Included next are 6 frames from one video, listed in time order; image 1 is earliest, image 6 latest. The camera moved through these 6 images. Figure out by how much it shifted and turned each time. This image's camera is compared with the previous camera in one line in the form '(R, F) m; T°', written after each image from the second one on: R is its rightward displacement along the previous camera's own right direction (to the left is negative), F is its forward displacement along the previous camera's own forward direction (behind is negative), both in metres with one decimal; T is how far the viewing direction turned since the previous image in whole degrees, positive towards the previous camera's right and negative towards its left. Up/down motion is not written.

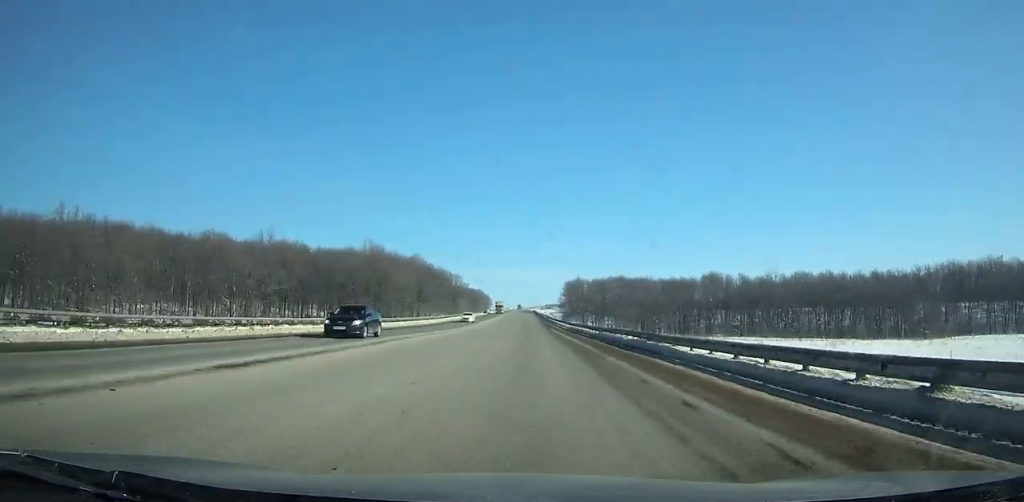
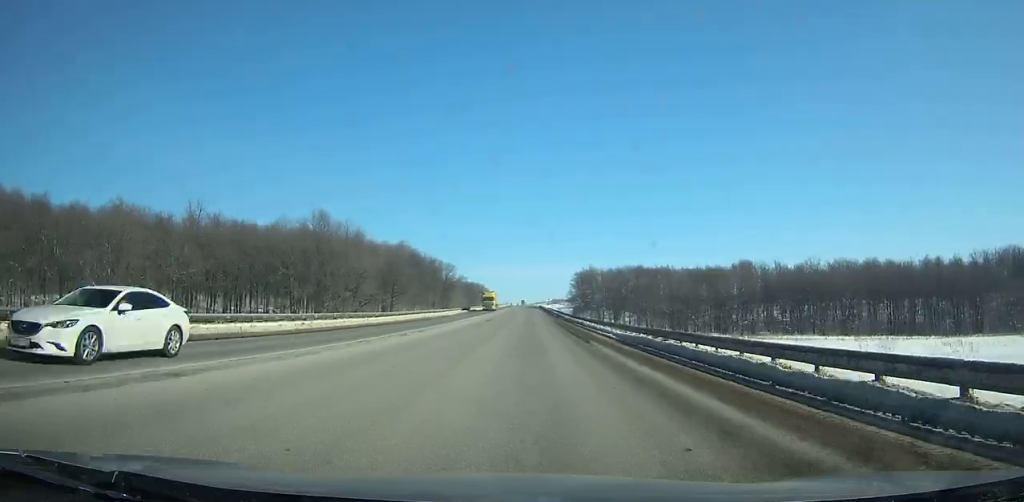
(-0.1, +38.2) m; 0°
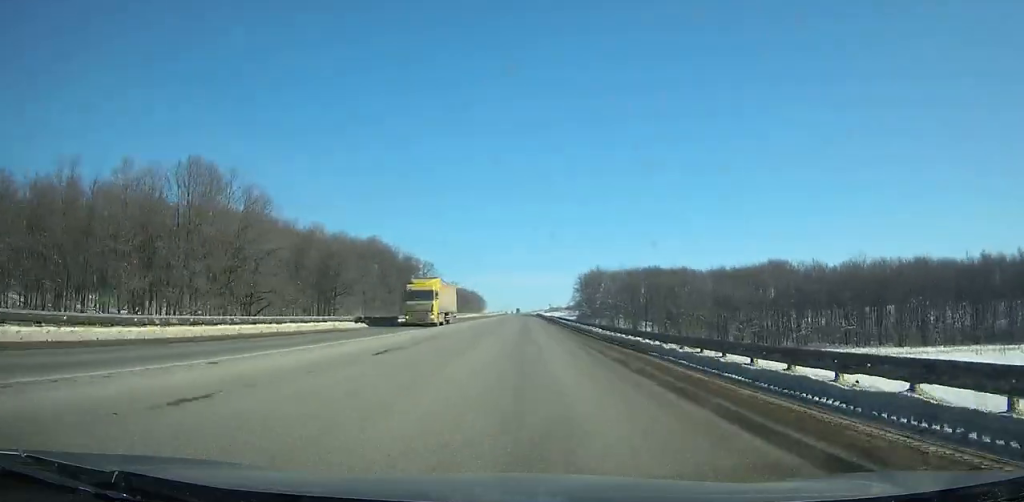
(-0.1, +38.5) m; 0°
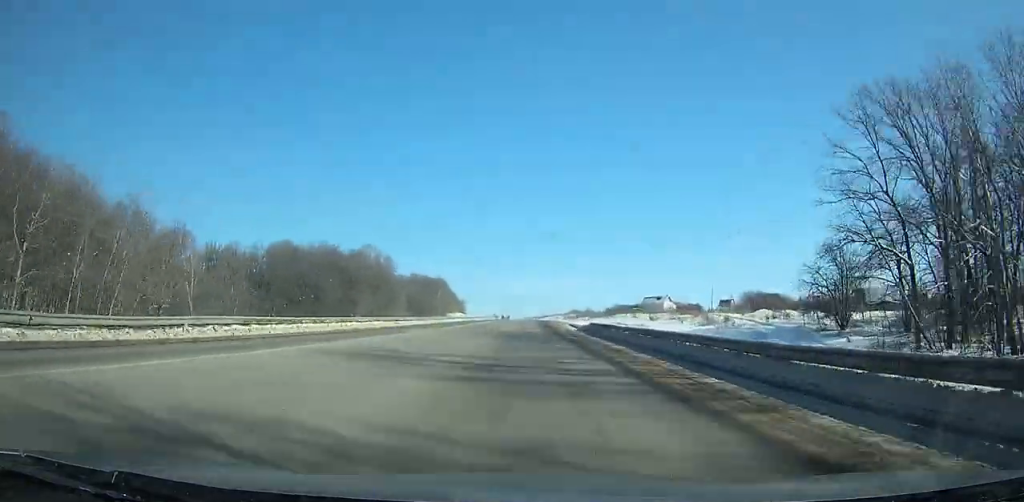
(-1.5, +204.2) m; -1°
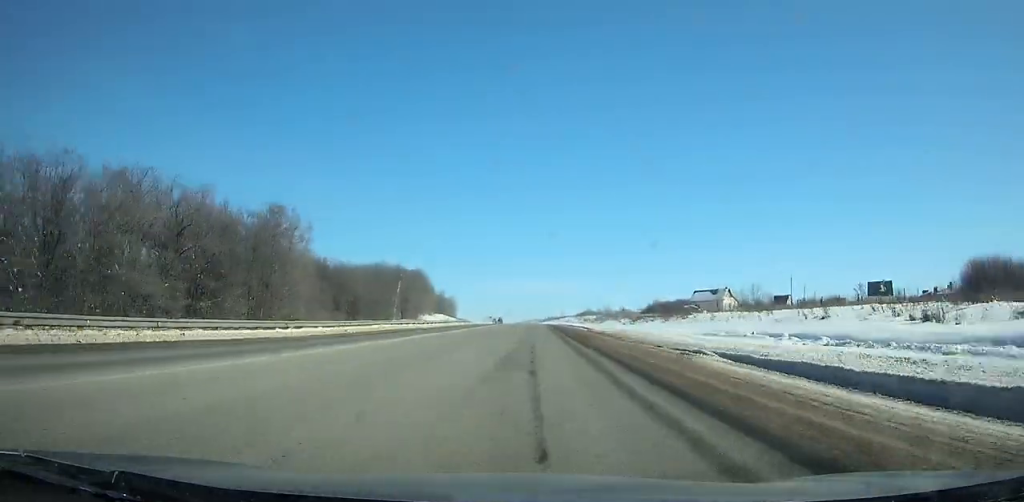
(-0.1, +61.9) m; 0°
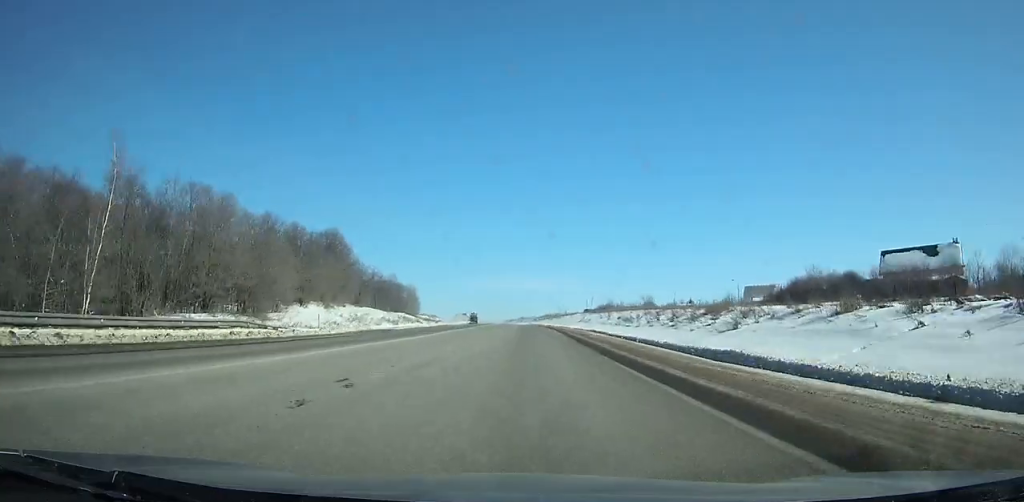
(-0.1, +89.6) m; 0°
